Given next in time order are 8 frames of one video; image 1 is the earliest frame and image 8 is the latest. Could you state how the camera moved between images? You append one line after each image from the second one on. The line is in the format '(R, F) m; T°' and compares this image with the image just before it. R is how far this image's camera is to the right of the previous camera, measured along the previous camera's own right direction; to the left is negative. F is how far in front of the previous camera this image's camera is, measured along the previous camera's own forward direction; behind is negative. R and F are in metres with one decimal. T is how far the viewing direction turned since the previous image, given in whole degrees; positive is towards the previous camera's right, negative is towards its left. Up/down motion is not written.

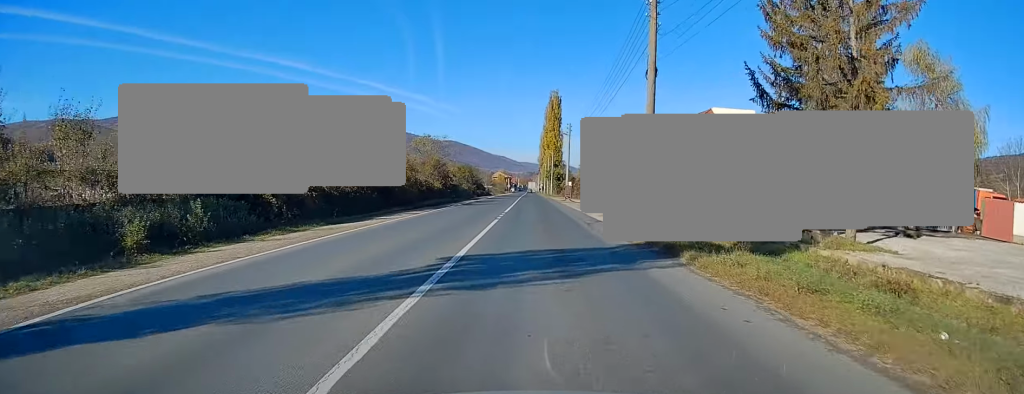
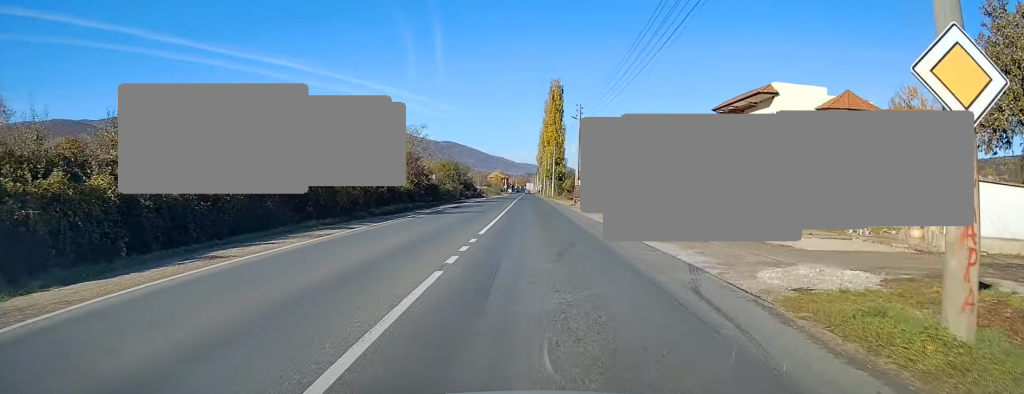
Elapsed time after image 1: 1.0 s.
(0.0, +15.2) m; +2°
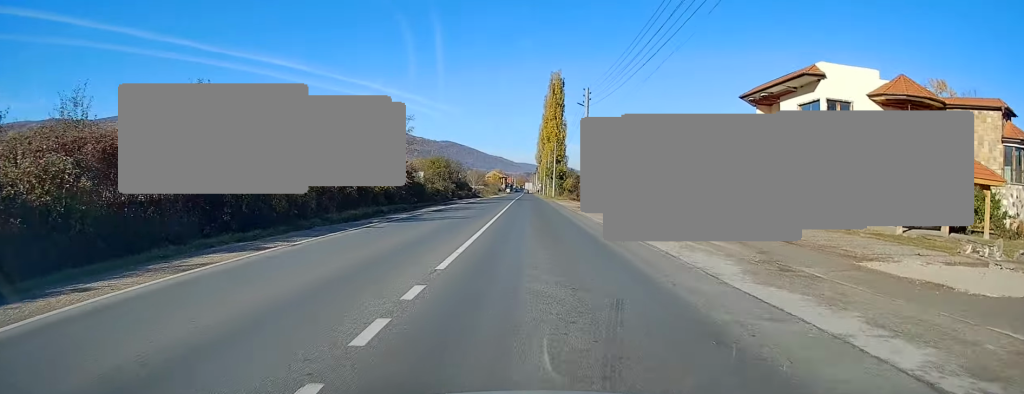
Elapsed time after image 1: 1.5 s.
(+0.2, +7.4) m; 0°
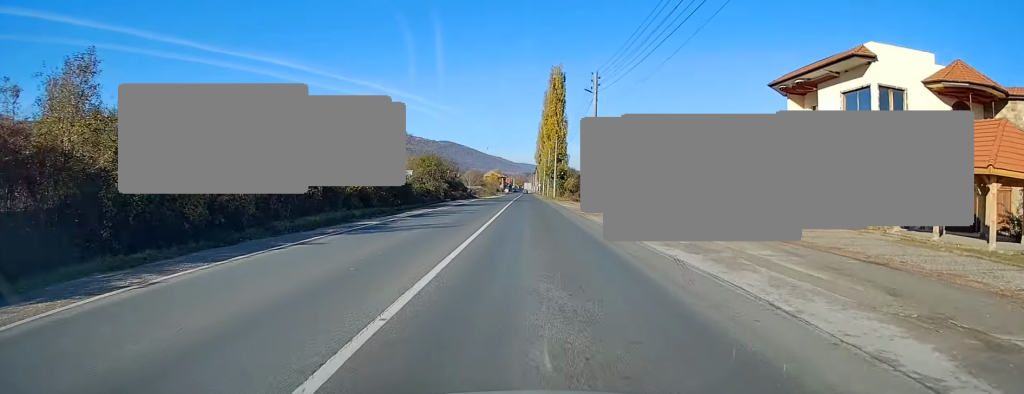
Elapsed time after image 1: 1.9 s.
(+0.2, +5.9) m; 0°
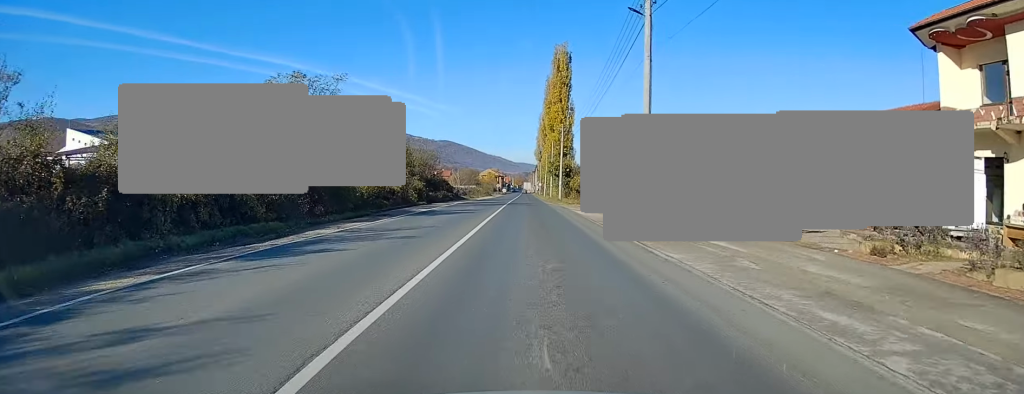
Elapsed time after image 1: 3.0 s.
(-0.4, +16.3) m; -2°
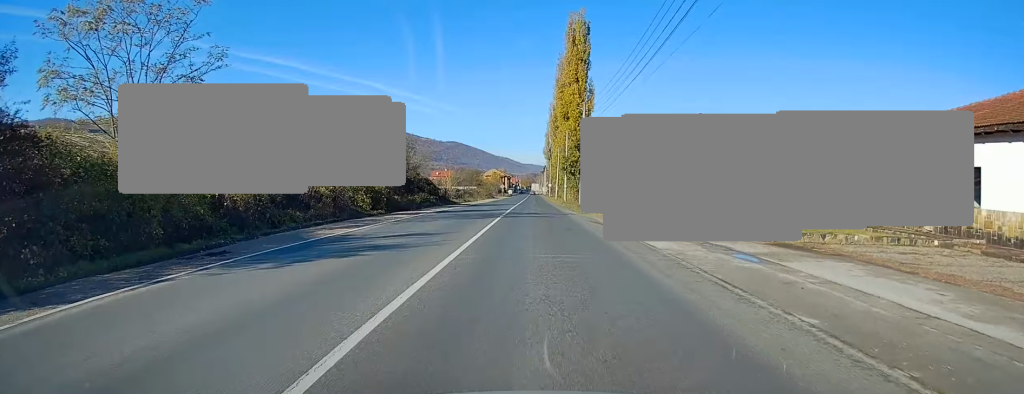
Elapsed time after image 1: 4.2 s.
(+0.1, +17.7) m; +2°
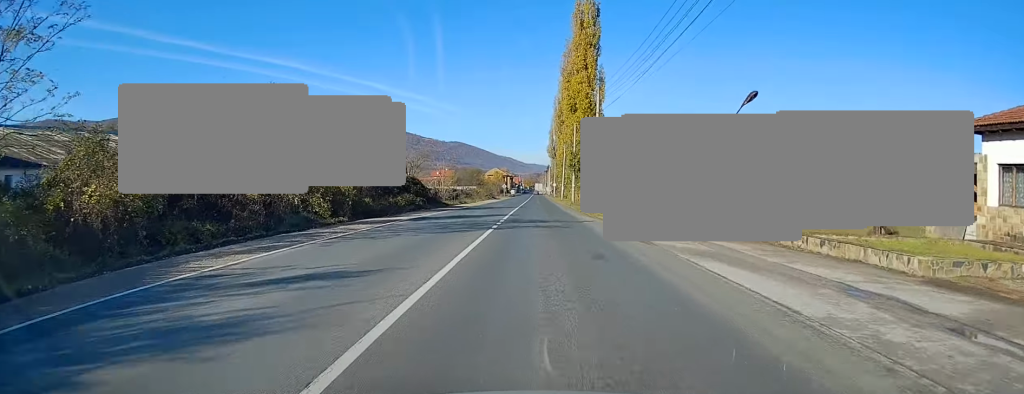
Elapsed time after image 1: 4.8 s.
(+0.2, +7.9) m; 0°
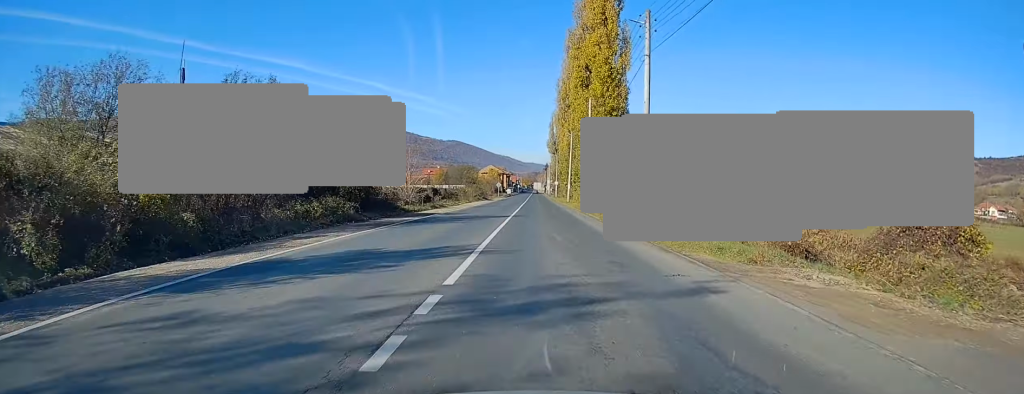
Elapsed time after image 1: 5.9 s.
(-0.3, +17.3) m; -2°
